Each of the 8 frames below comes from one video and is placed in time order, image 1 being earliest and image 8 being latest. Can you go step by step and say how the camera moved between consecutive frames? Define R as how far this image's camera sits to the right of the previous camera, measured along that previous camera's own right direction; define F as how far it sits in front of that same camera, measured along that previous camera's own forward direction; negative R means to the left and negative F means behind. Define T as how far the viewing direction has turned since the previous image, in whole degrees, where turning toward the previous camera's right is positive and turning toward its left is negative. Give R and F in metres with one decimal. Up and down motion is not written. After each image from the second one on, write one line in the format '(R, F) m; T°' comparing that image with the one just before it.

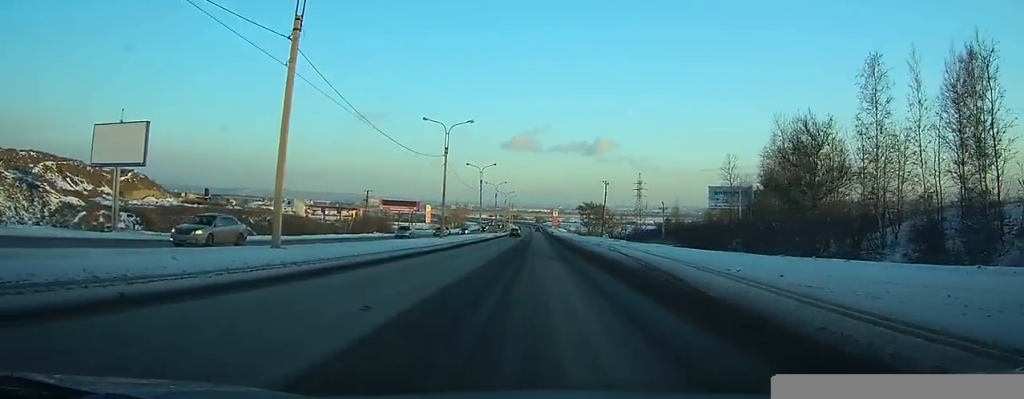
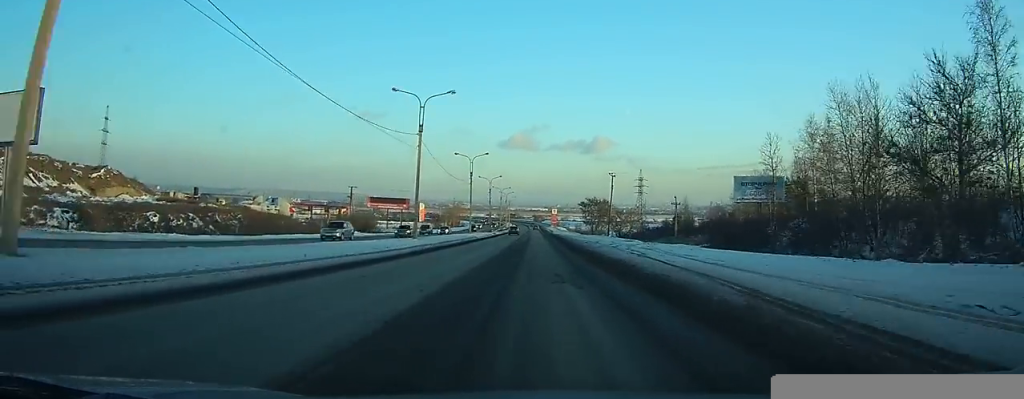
(0.0, +11.3) m; 0°
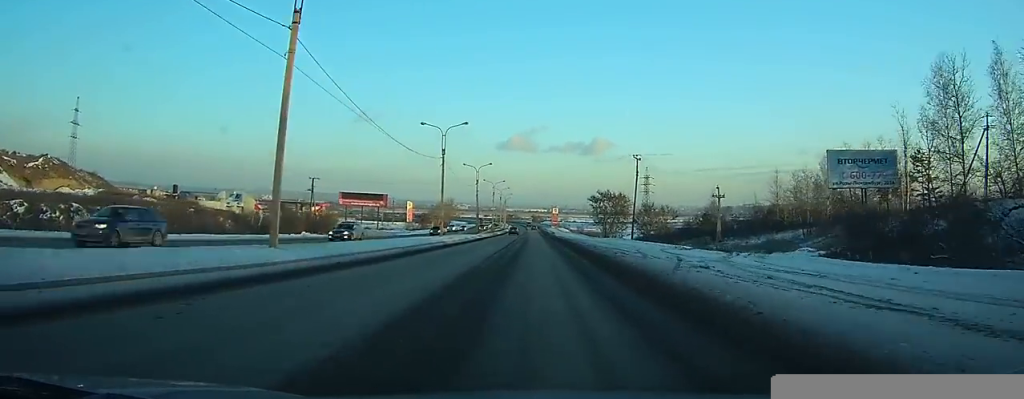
(0.0, +23.3) m; 0°
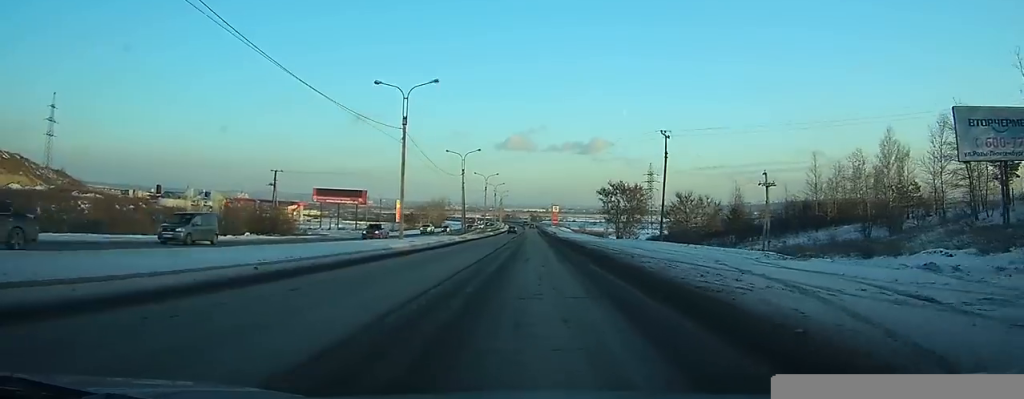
(-0.1, +16.0) m; 0°
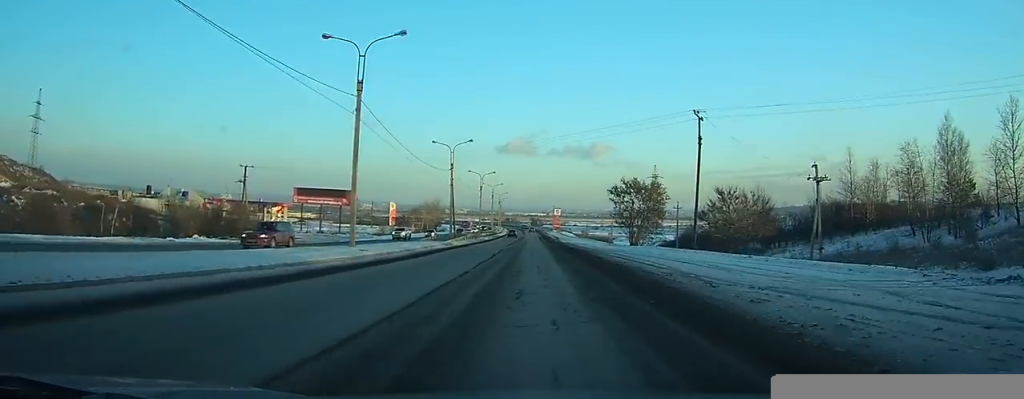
(0.0, +10.7) m; 0°
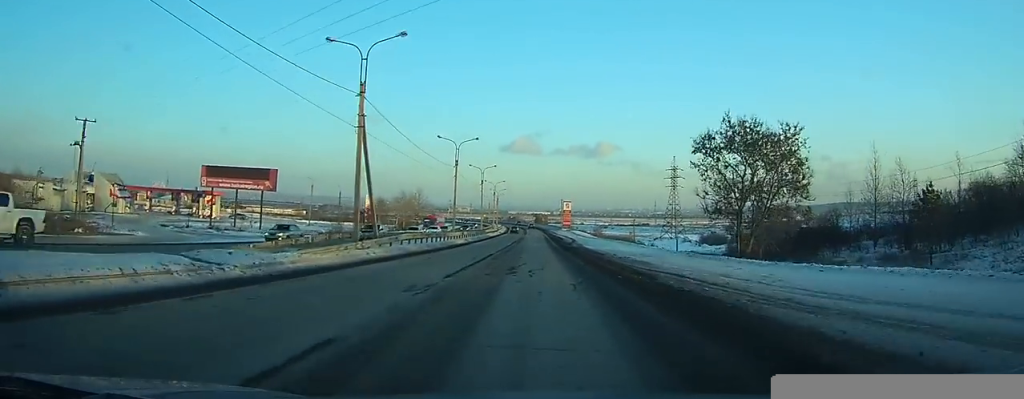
(+0.1, +35.0) m; 0°
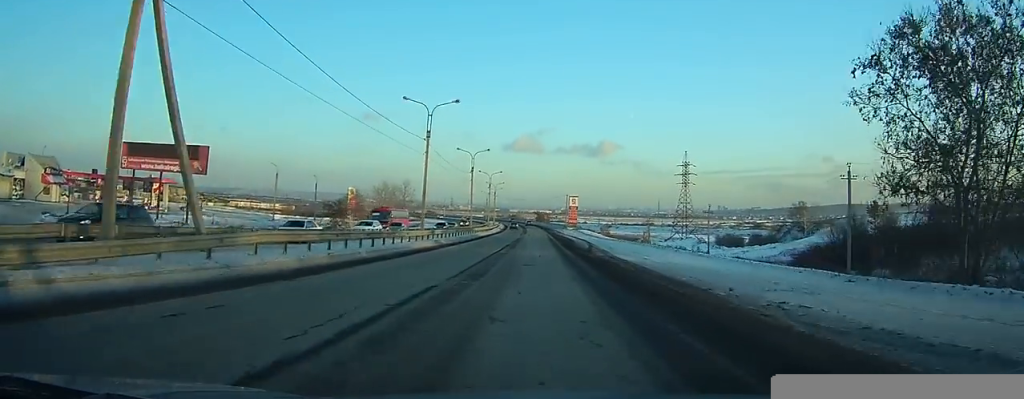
(-0.1, +18.3) m; 0°
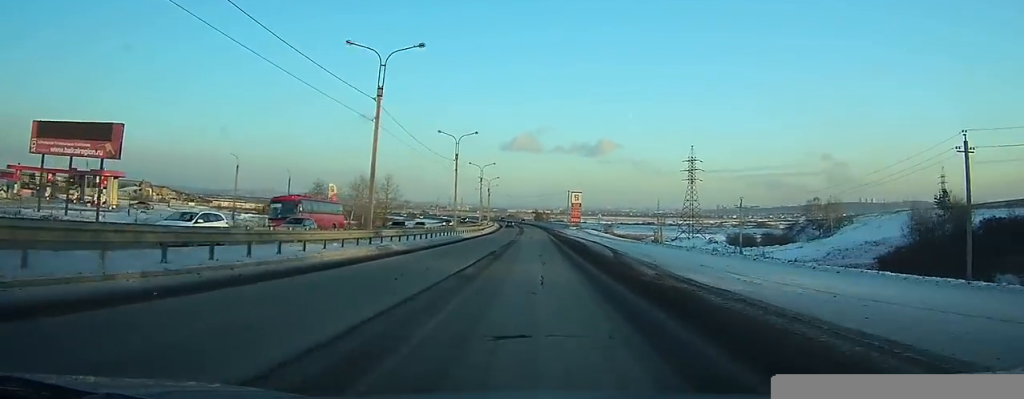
(+0.1, +14.3) m; 0°
